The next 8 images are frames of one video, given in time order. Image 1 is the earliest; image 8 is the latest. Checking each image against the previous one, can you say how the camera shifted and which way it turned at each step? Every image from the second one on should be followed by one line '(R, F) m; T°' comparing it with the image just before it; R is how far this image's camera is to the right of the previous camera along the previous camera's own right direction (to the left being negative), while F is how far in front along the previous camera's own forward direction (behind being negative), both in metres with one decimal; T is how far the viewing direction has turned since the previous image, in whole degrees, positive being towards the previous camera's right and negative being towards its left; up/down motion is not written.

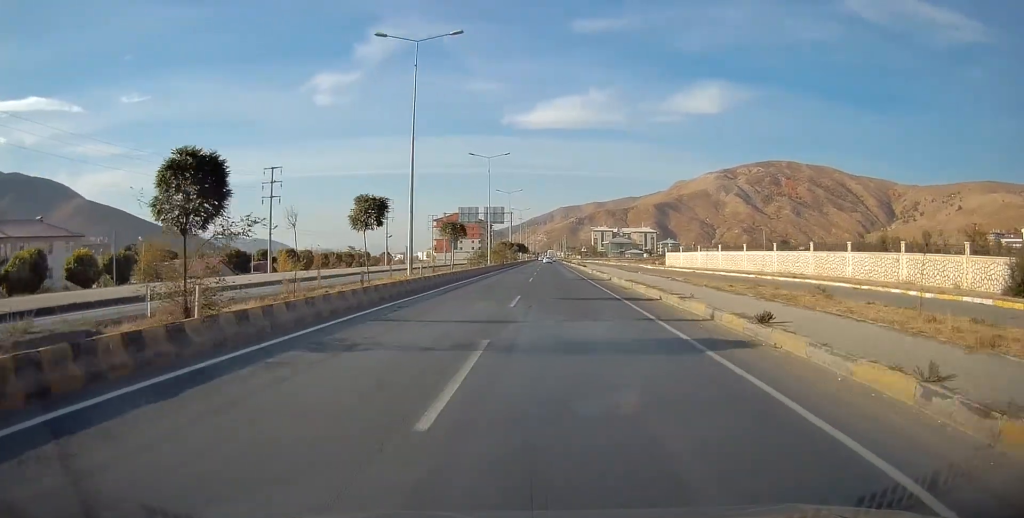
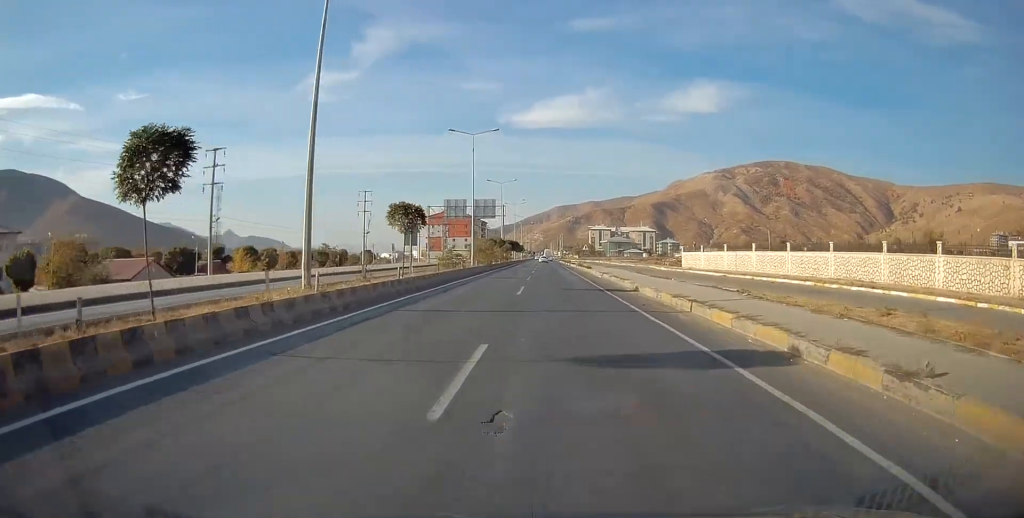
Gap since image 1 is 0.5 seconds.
(+0.1, +11.6) m; +1°
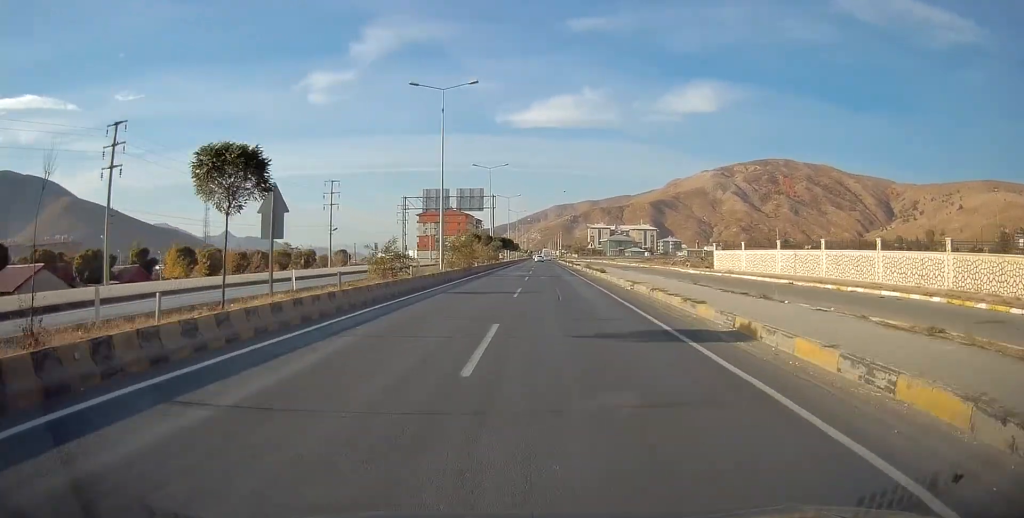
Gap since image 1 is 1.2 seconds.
(0.0, +14.3) m; 0°
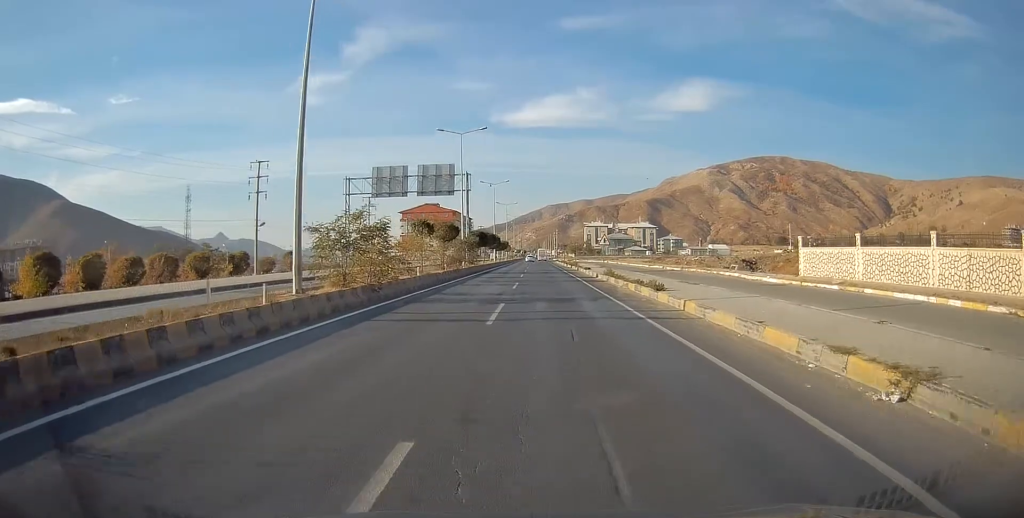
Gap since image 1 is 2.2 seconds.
(+0.1, +20.8) m; +1°
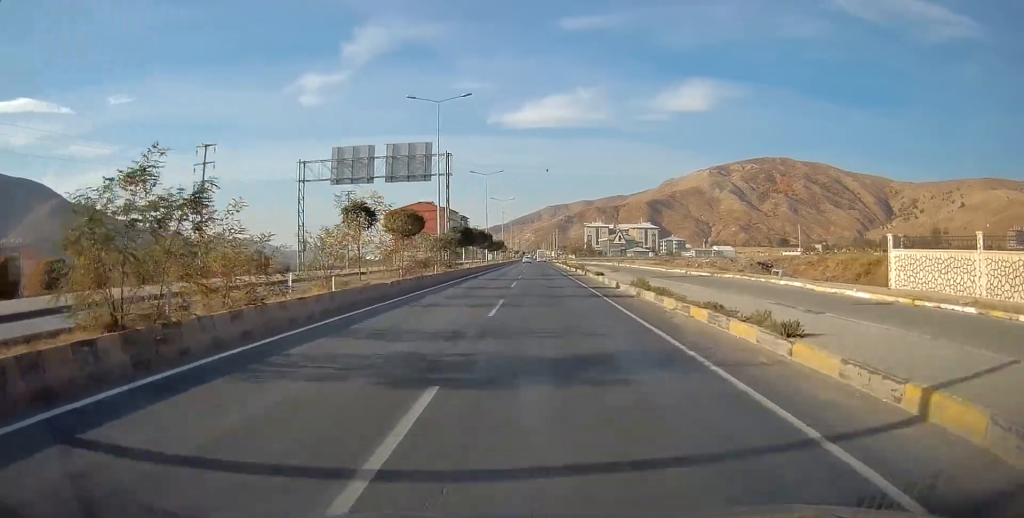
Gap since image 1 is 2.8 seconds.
(0.0, +11.0) m; 0°
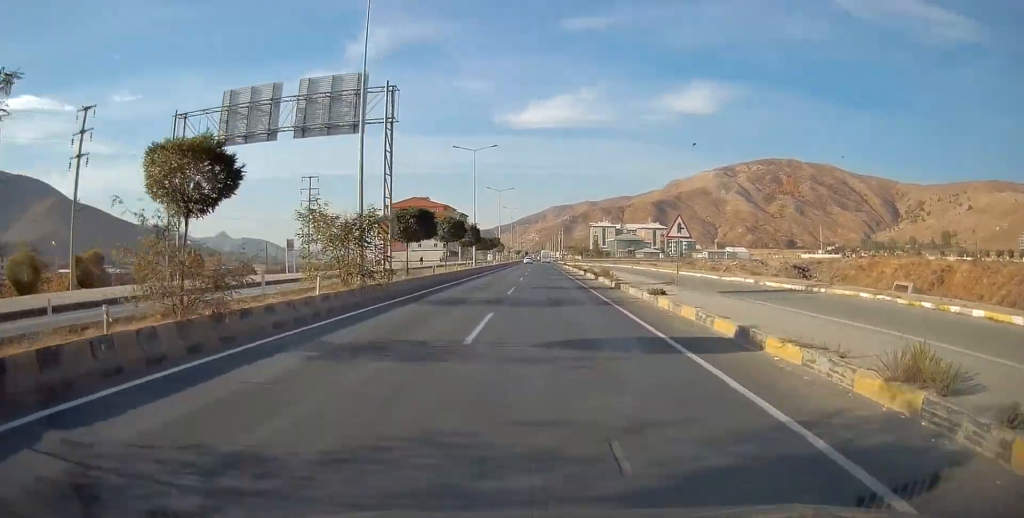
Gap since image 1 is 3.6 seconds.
(+0.1, +17.7) m; 0°
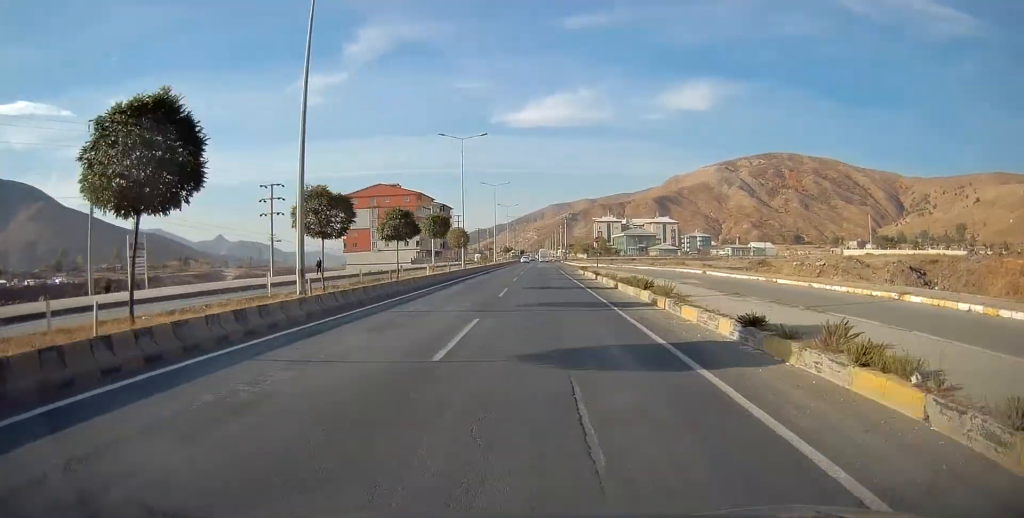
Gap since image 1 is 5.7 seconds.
(-0.4, +41.0) m; 0°
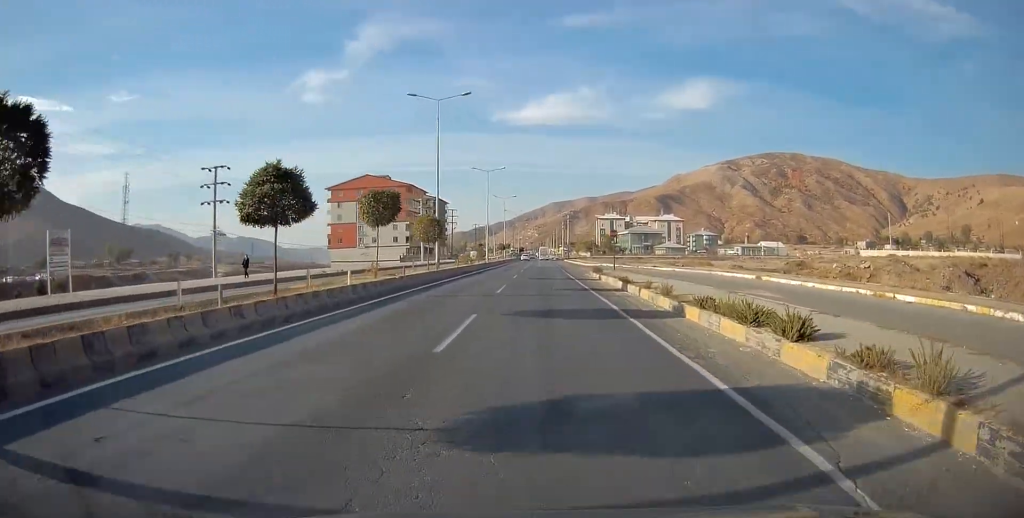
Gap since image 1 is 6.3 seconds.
(+0.2, +12.8) m; 0°
